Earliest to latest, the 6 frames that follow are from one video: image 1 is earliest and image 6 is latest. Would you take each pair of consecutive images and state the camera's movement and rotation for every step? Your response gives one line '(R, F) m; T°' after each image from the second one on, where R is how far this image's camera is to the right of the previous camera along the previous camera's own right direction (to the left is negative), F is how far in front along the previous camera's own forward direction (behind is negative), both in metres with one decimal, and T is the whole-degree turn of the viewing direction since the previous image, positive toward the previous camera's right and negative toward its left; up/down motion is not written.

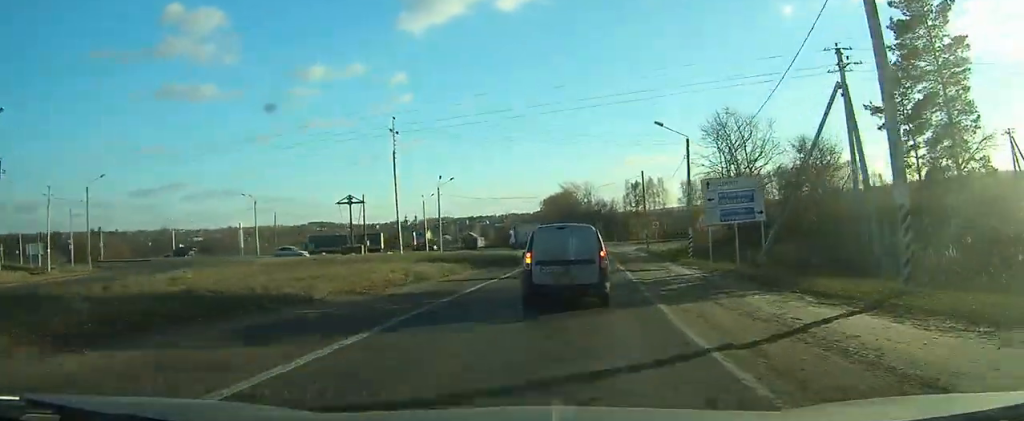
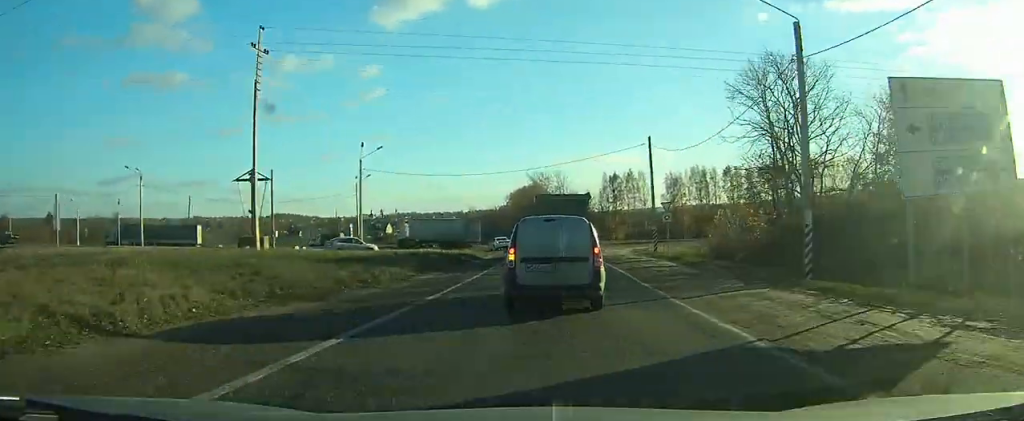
(+0.5, +18.6) m; +2°
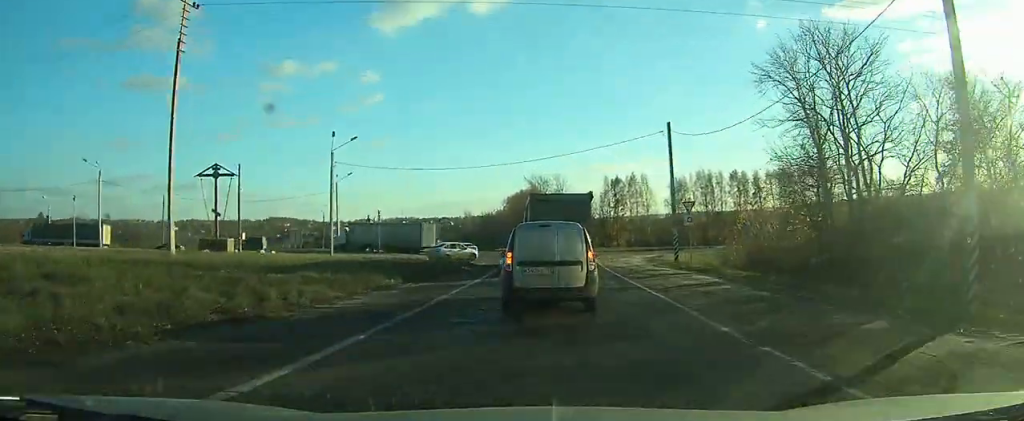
(+0.1, +9.2) m; 0°
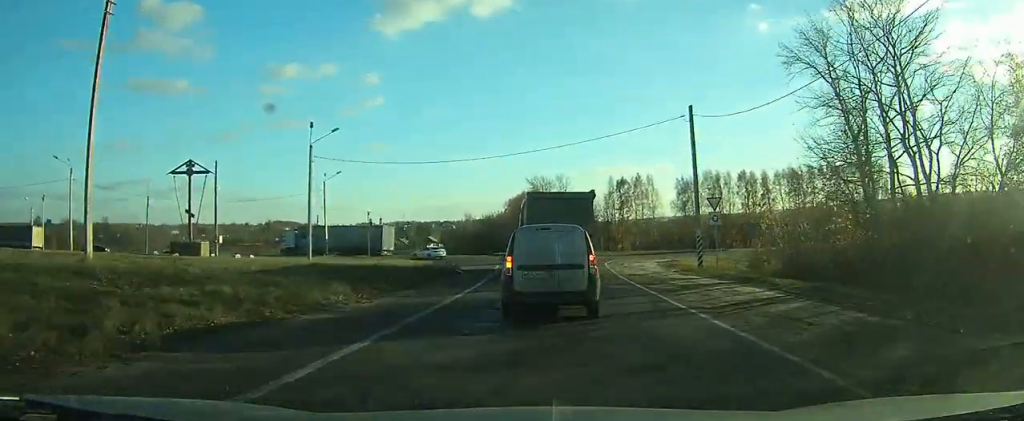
(0.0, +6.1) m; -1°
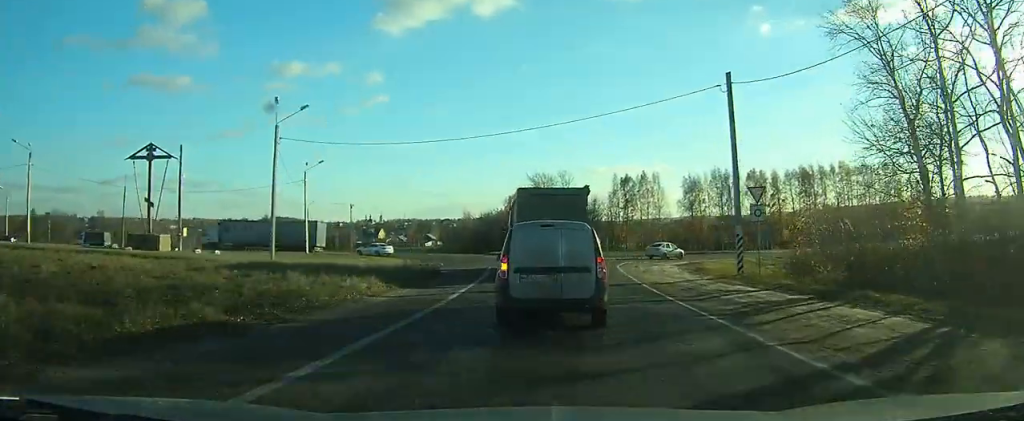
(0.0, +7.1) m; -1°
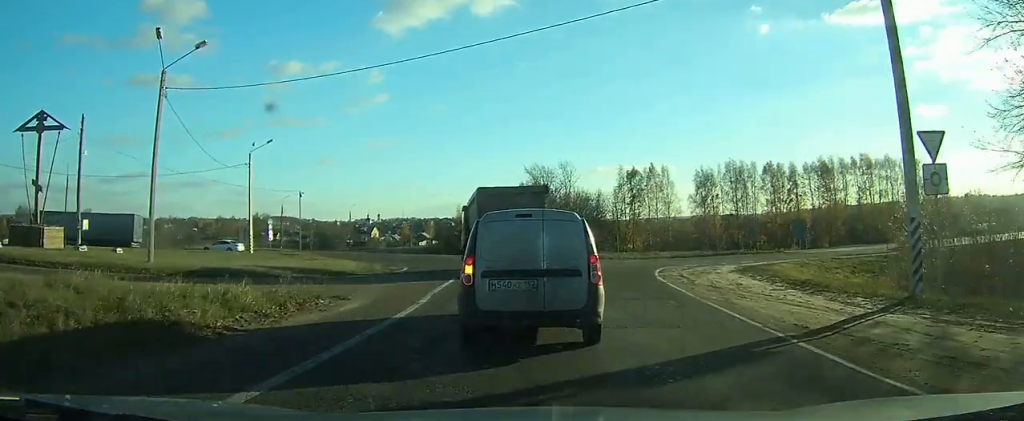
(-0.3, +12.0) m; -3°
